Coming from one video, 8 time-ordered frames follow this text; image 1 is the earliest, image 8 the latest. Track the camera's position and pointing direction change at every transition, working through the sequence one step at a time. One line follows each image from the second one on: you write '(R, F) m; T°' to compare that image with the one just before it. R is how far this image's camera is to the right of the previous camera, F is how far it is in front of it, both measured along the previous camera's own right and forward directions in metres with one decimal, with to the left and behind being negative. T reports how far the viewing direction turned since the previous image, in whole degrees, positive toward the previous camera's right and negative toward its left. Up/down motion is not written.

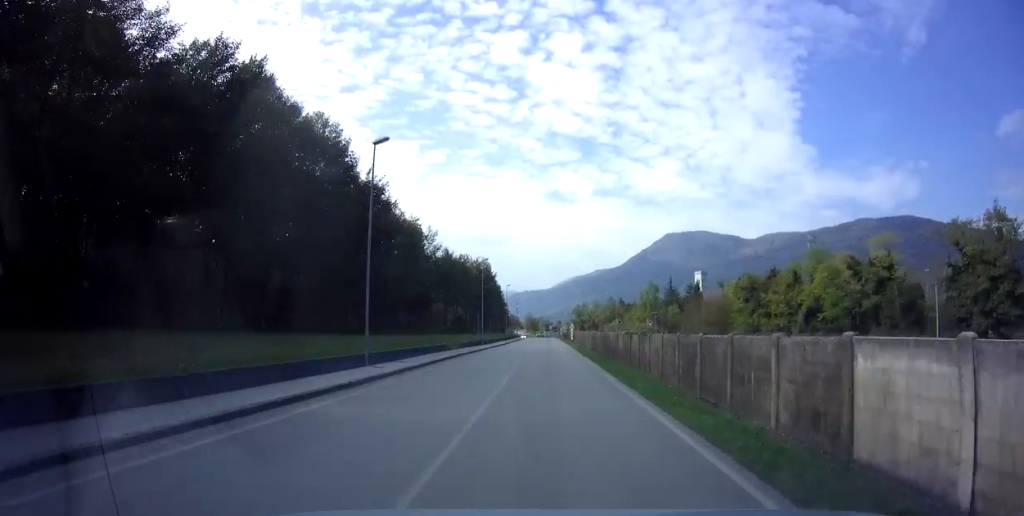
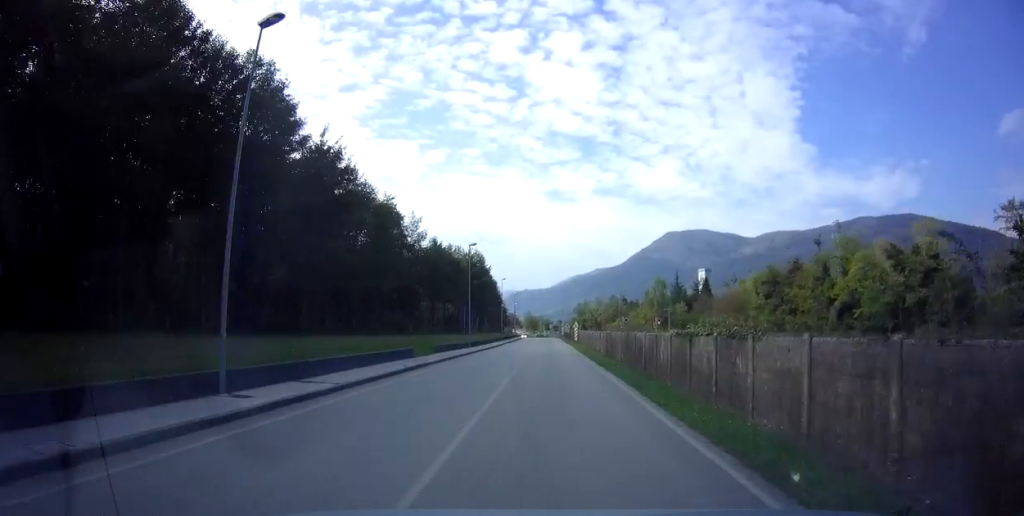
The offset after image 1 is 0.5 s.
(-0.3, +8.8) m; 0°
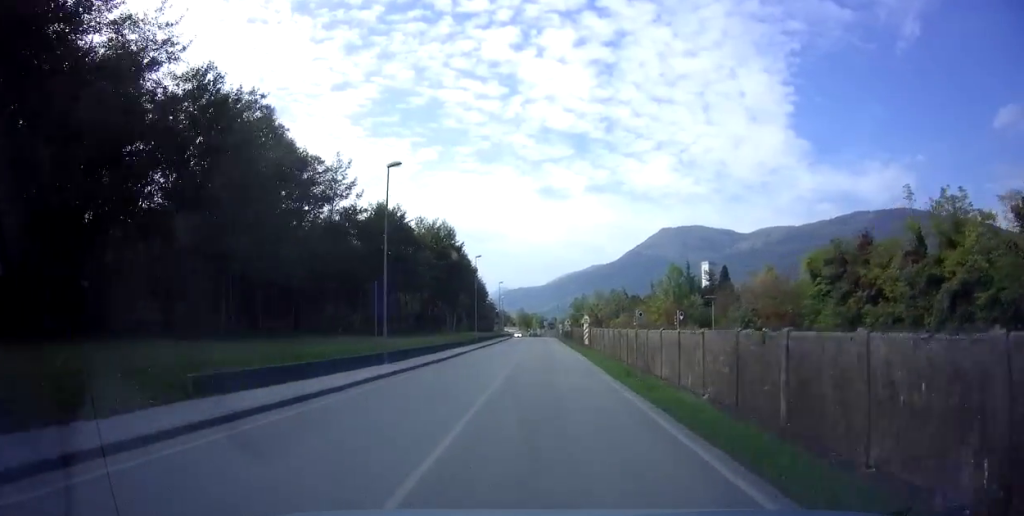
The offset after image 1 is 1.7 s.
(+0.6, +21.2) m; +1°
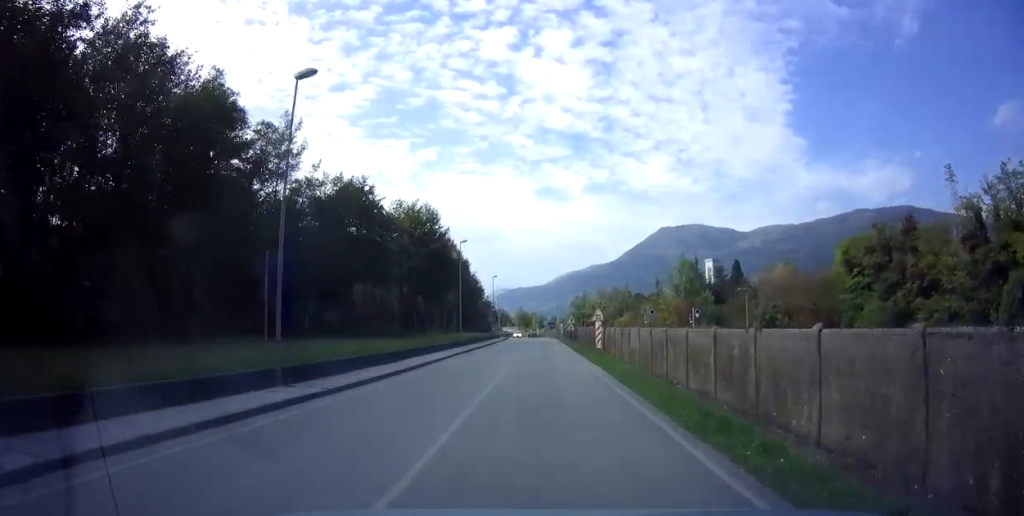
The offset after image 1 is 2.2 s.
(-0.2, +8.9) m; -1°
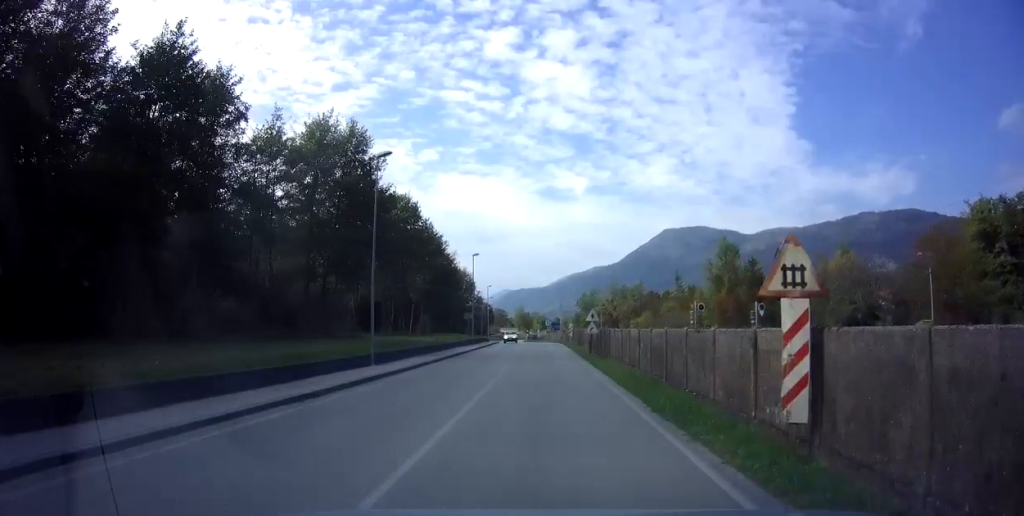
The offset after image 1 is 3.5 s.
(-0.5, +22.3) m; -1°
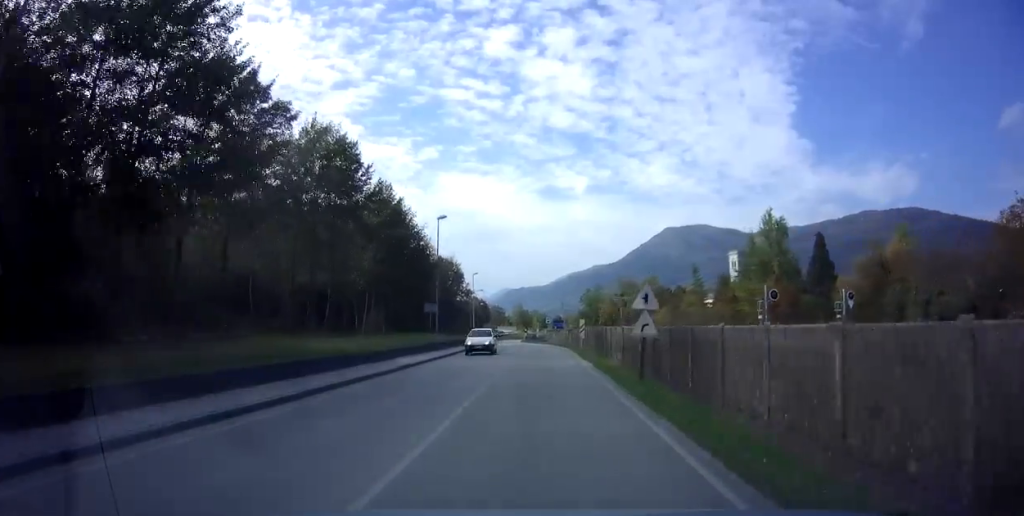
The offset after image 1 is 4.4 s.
(+0.2, +16.3) m; 0°
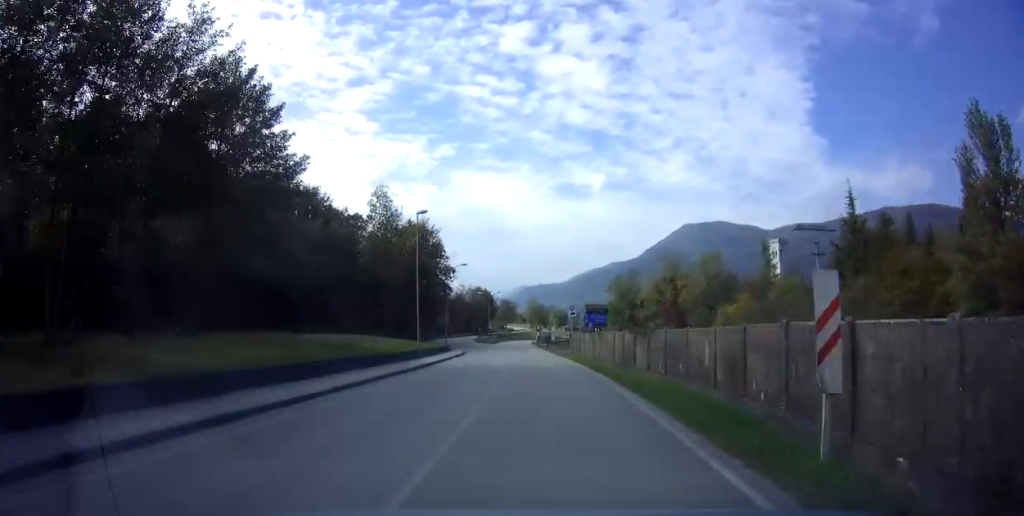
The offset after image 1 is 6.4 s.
(0.0, +33.3) m; -2°
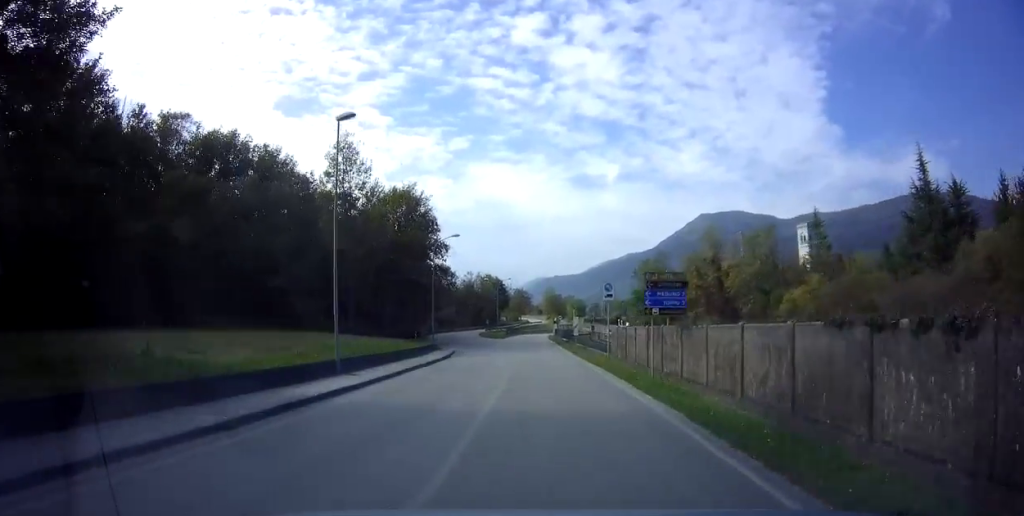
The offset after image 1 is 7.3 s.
(-0.5, +13.9) m; -2°
